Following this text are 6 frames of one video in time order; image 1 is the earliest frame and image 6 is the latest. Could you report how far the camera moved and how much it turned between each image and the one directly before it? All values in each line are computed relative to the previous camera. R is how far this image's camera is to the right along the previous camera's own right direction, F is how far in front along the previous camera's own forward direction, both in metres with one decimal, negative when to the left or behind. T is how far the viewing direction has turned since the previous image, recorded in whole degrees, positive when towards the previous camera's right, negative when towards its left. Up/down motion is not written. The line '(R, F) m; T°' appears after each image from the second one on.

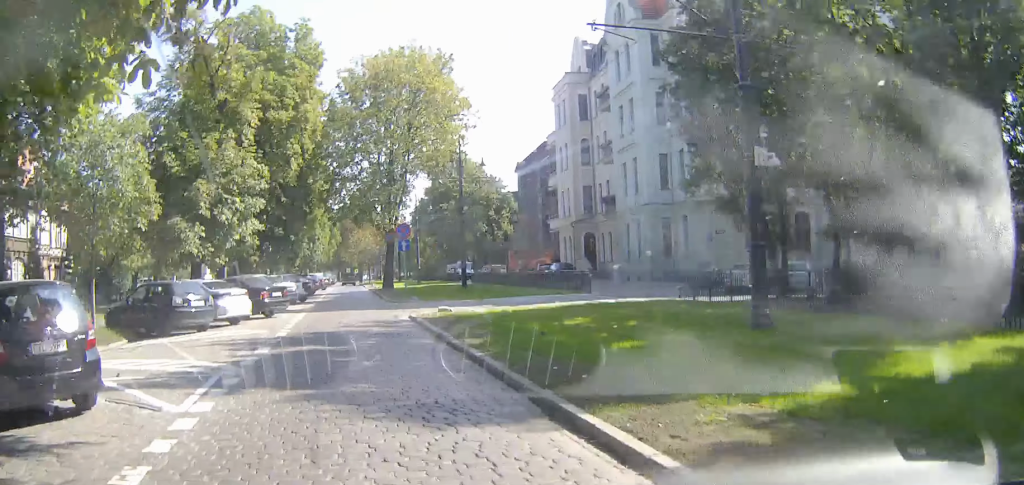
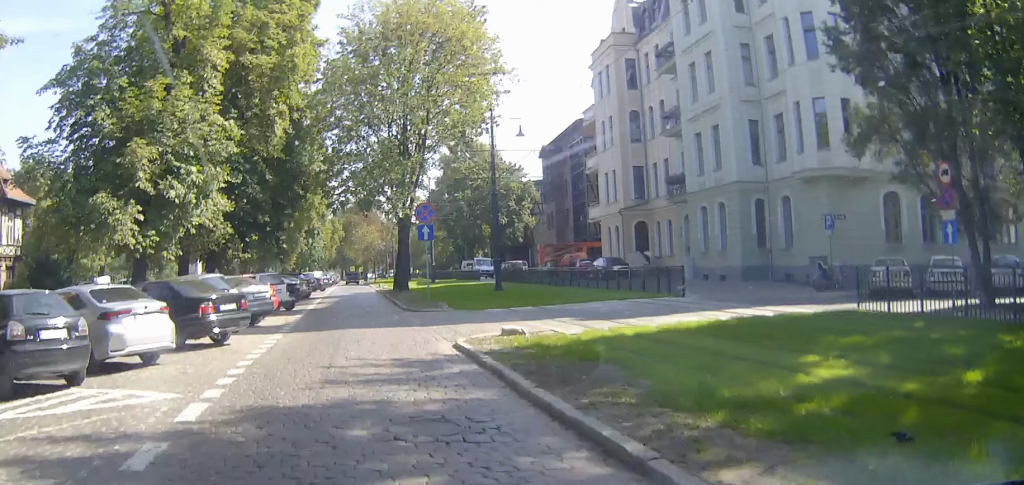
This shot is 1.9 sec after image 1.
(+0.2, +11.6) m; -2°
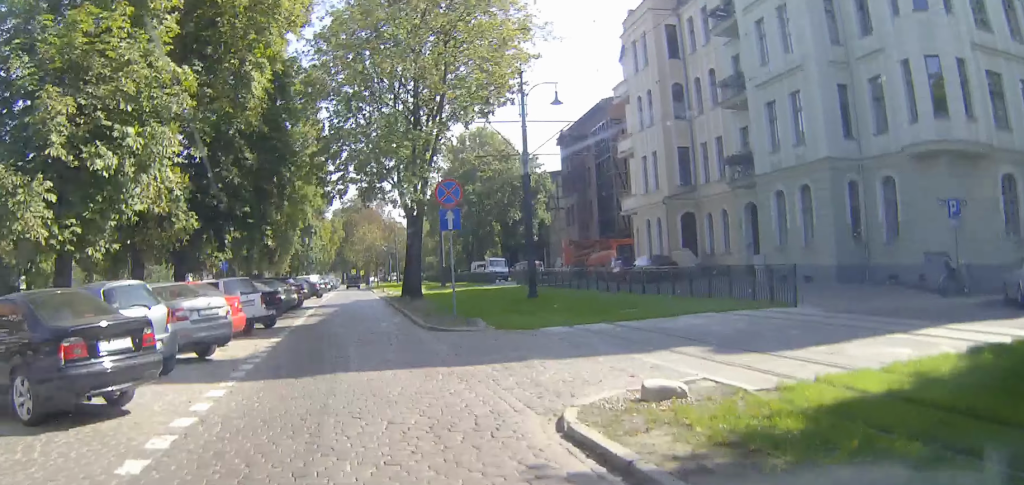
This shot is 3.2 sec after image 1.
(-0.5, +7.8) m; -5°
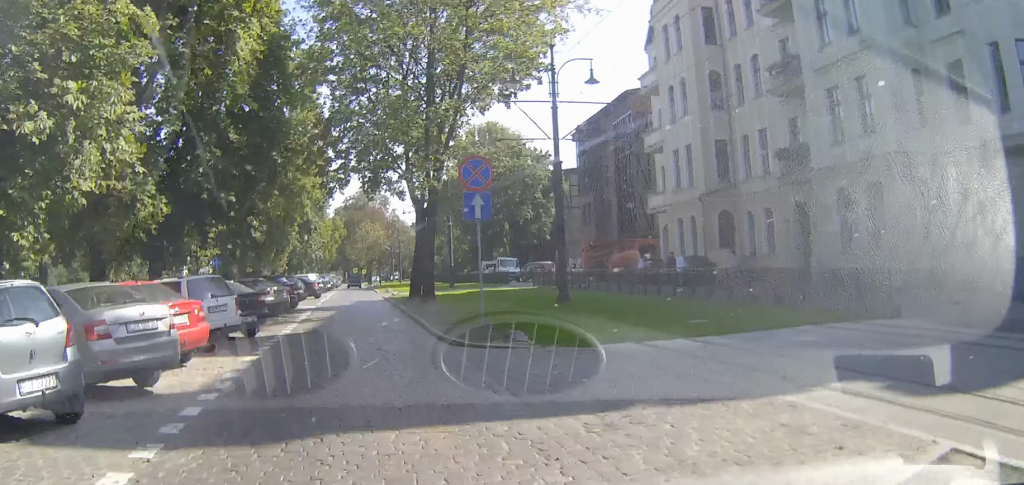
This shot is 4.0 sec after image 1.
(-0.1, +4.7) m; -1°
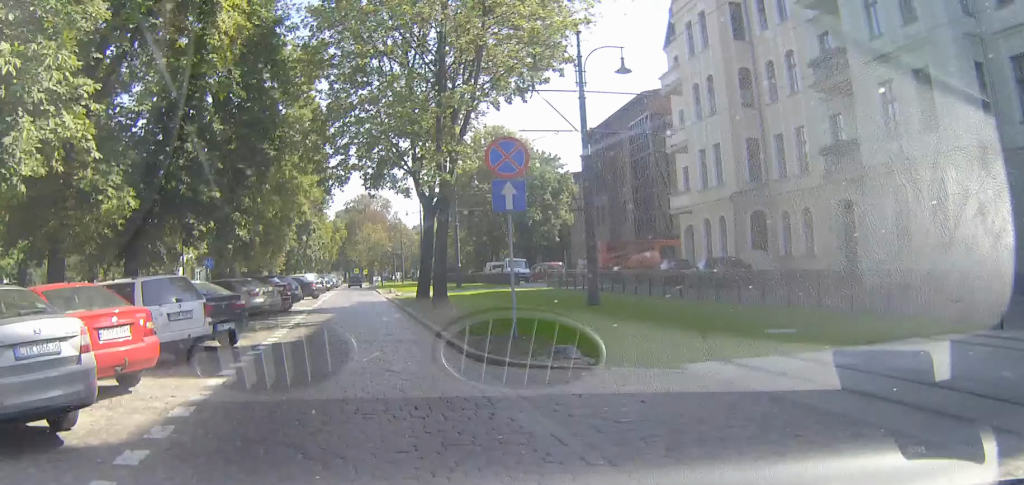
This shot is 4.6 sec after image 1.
(-0.1, +3.5) m; 0°
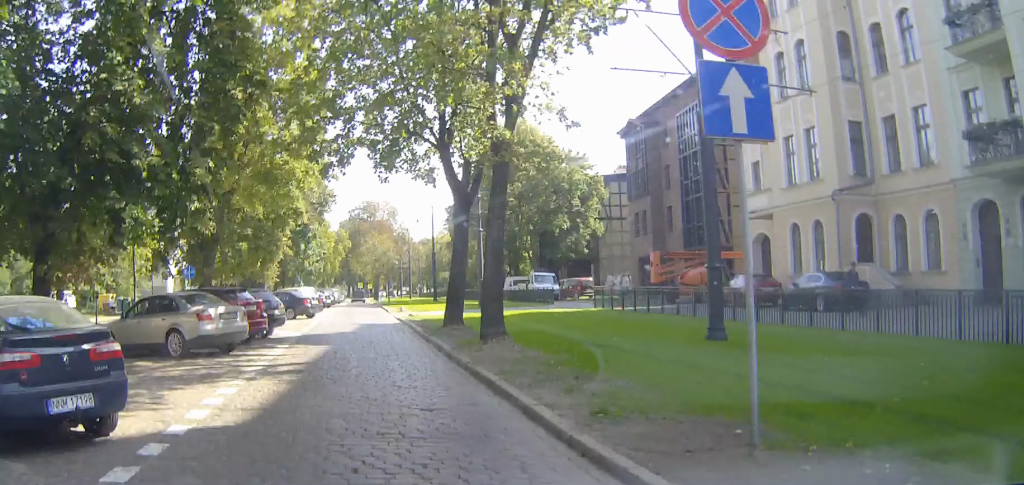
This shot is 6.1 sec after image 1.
(+0.2, +8.9) m; +1°
